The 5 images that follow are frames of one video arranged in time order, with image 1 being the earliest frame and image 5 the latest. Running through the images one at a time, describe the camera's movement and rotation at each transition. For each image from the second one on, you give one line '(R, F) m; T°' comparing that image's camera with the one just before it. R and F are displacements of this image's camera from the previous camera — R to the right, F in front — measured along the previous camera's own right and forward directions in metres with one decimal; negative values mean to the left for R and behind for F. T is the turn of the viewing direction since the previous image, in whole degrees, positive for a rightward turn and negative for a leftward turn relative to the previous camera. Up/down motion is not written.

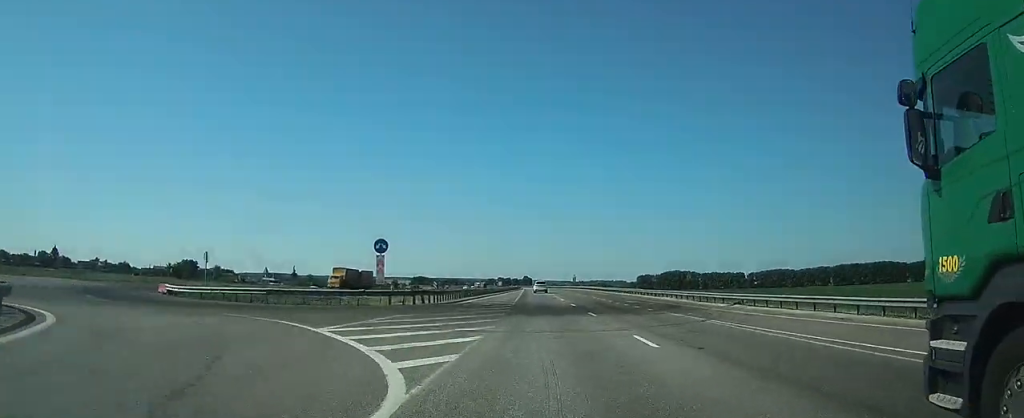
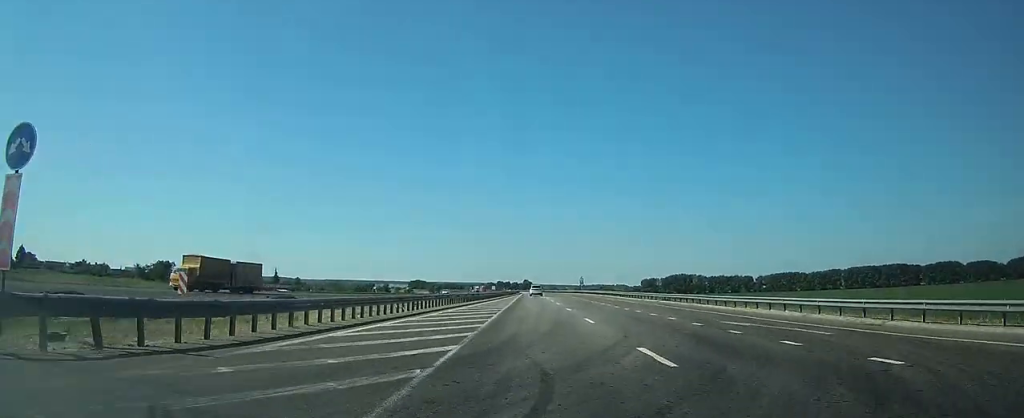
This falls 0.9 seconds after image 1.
(+0.3, +26.7) m; +1°
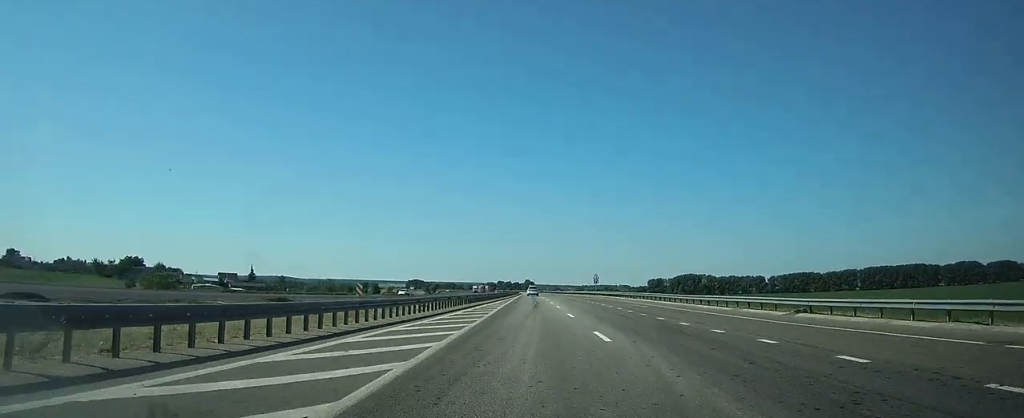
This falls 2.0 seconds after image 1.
(+0.1, +31.7) m; 0°
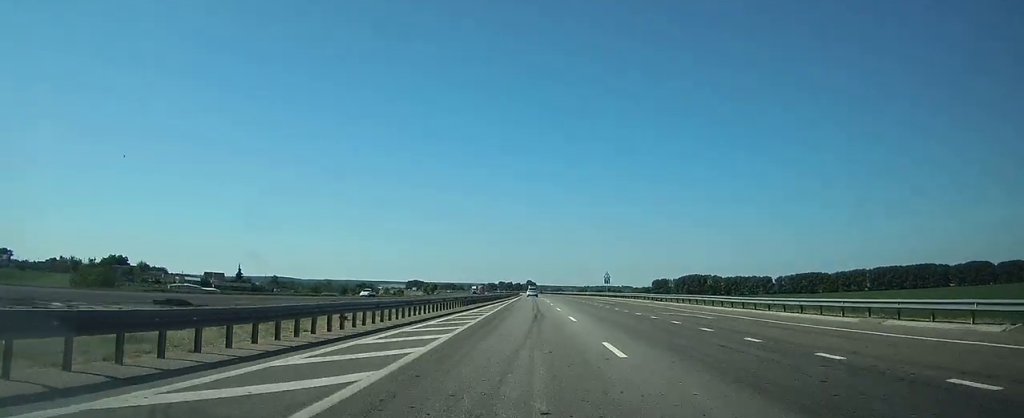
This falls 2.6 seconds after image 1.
(0.0, +15.5) m; 0°
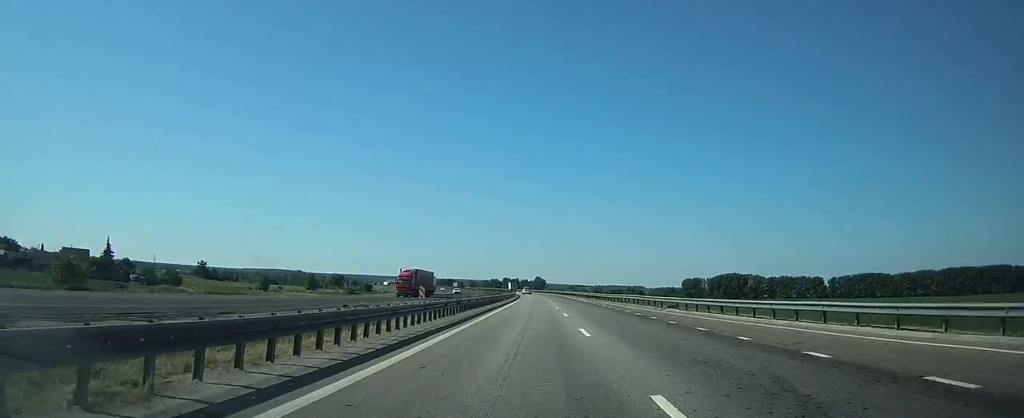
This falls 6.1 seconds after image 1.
(-0.8, +105.2) m; -1°
